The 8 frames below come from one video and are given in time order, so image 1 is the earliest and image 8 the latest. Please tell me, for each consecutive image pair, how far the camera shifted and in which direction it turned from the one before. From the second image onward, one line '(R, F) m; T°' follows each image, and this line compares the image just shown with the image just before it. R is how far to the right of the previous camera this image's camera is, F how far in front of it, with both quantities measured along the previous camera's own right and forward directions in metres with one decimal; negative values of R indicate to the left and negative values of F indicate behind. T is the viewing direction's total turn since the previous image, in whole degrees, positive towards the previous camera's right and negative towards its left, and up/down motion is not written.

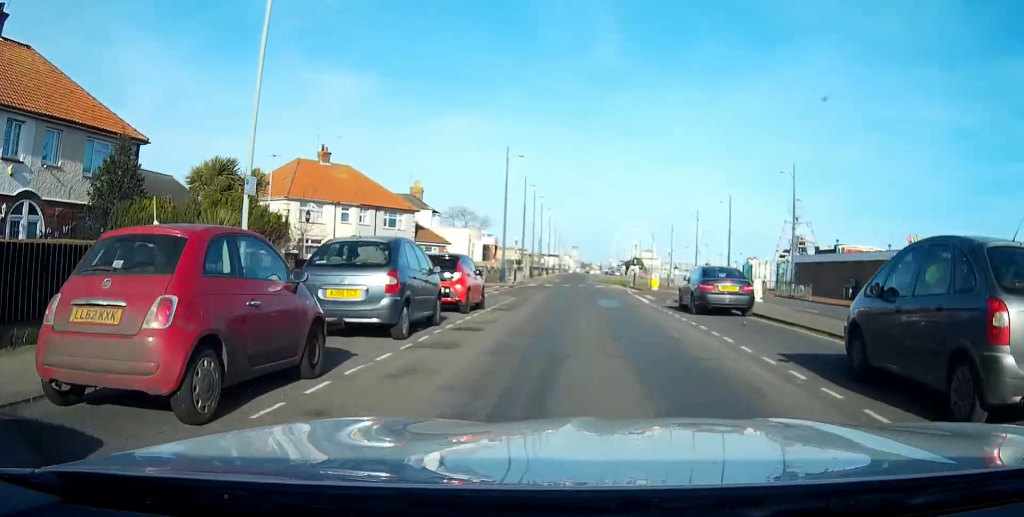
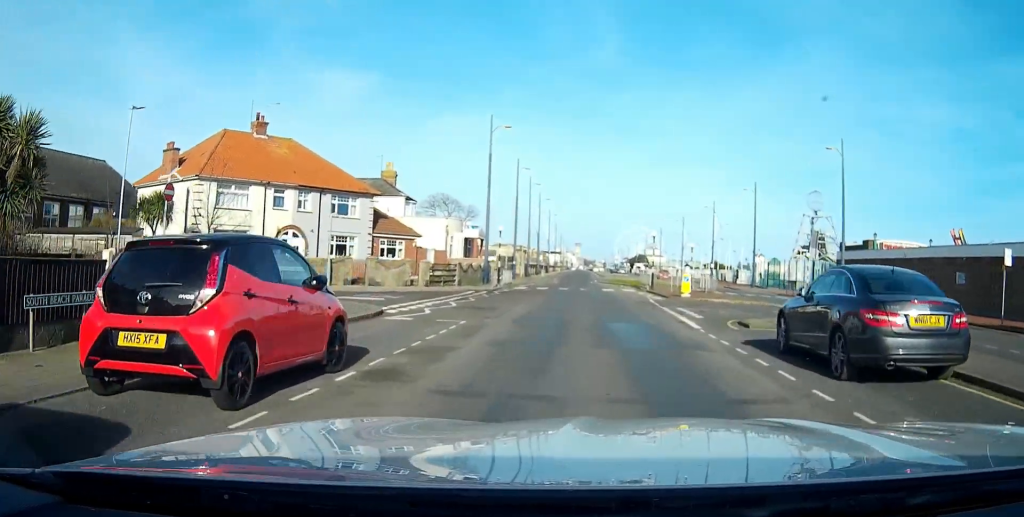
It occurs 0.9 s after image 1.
(0.0, +12.3) m; 0°
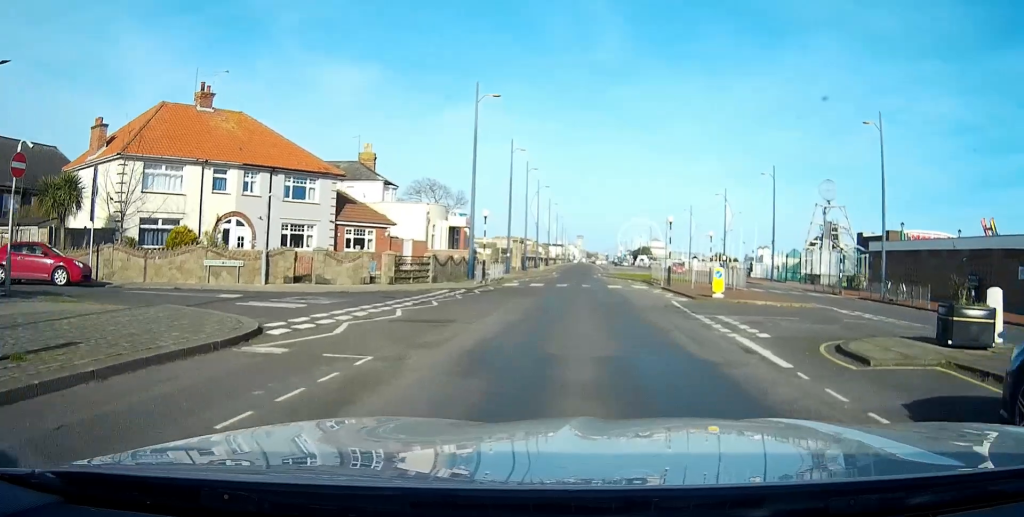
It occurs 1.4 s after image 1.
(0.0, +7.3) m; 0°
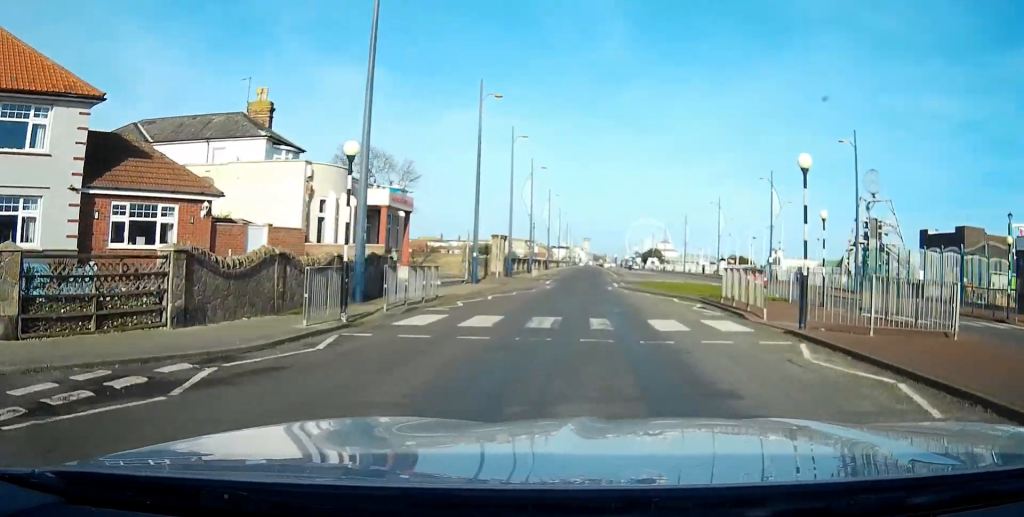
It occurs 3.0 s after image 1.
(0.0, +21.5) m; 0°
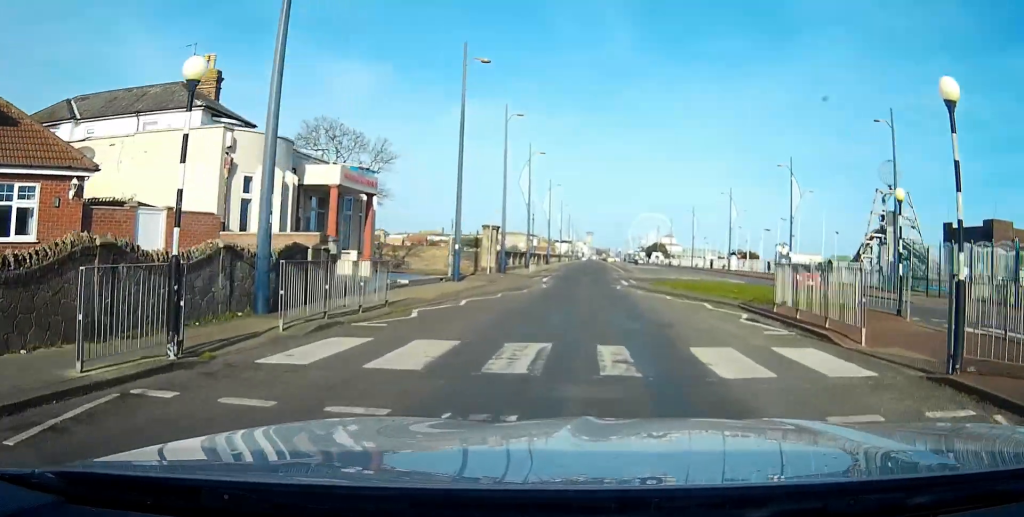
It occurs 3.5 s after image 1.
(0.0, +6.4) m; 0°
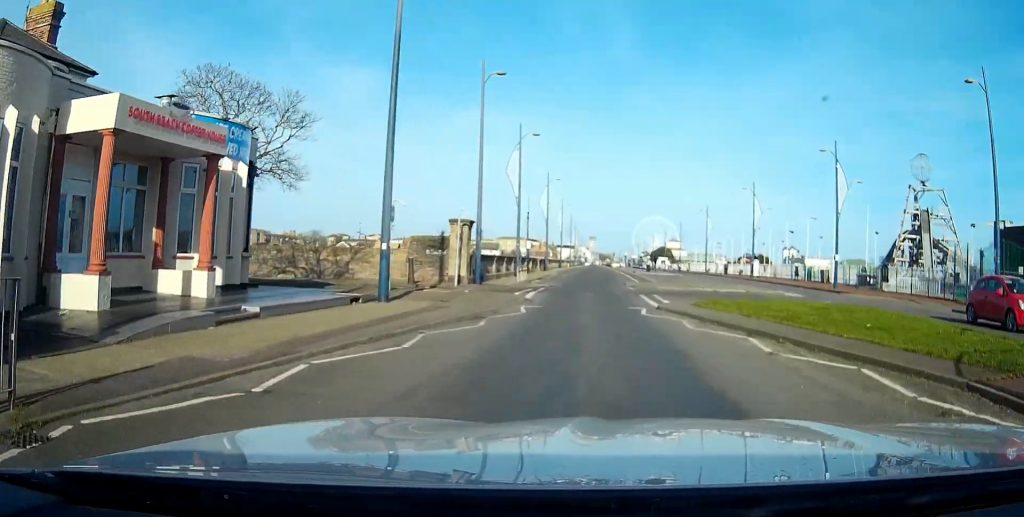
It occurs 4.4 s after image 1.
(-0.1, +12.4) m; 0°
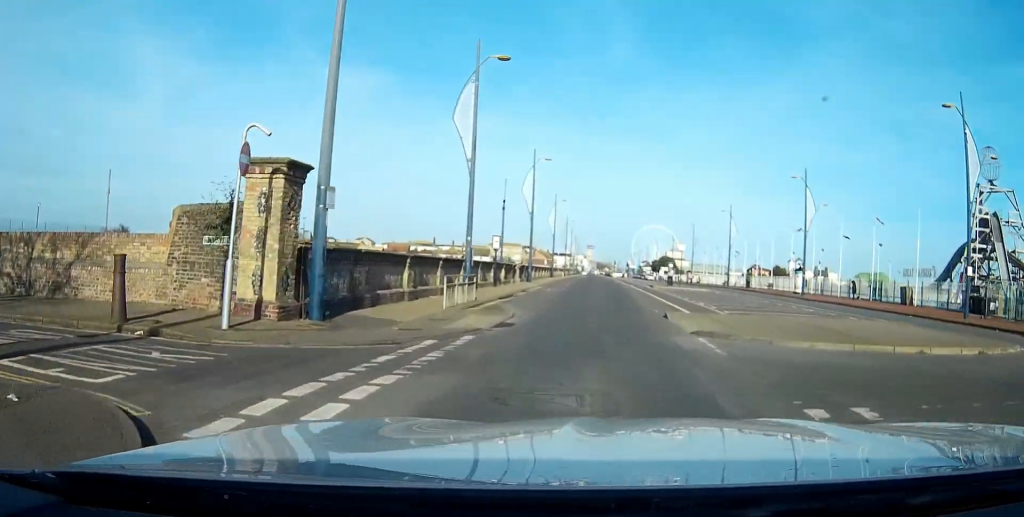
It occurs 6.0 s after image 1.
(0.0, +21.8) m; 0°
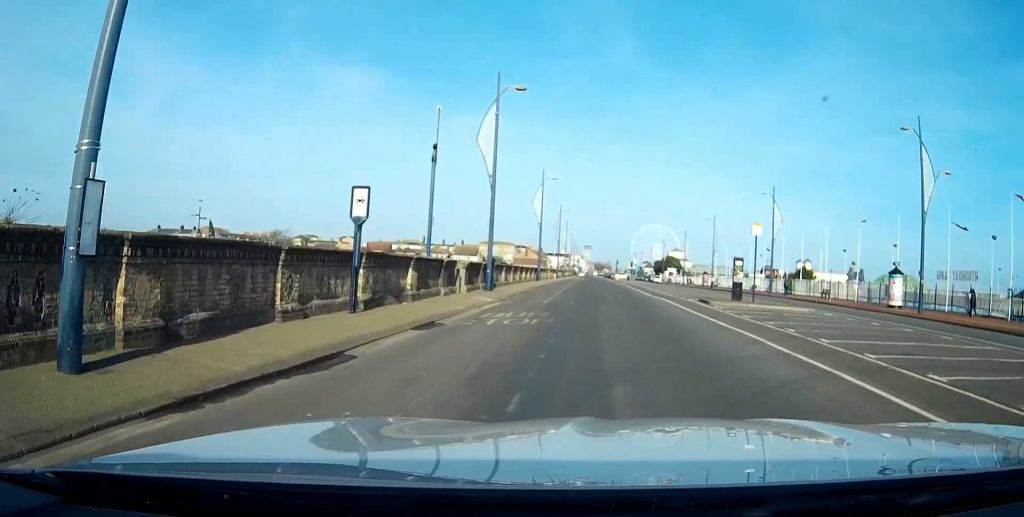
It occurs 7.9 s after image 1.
(-0.1, +25.3) m; 0°
